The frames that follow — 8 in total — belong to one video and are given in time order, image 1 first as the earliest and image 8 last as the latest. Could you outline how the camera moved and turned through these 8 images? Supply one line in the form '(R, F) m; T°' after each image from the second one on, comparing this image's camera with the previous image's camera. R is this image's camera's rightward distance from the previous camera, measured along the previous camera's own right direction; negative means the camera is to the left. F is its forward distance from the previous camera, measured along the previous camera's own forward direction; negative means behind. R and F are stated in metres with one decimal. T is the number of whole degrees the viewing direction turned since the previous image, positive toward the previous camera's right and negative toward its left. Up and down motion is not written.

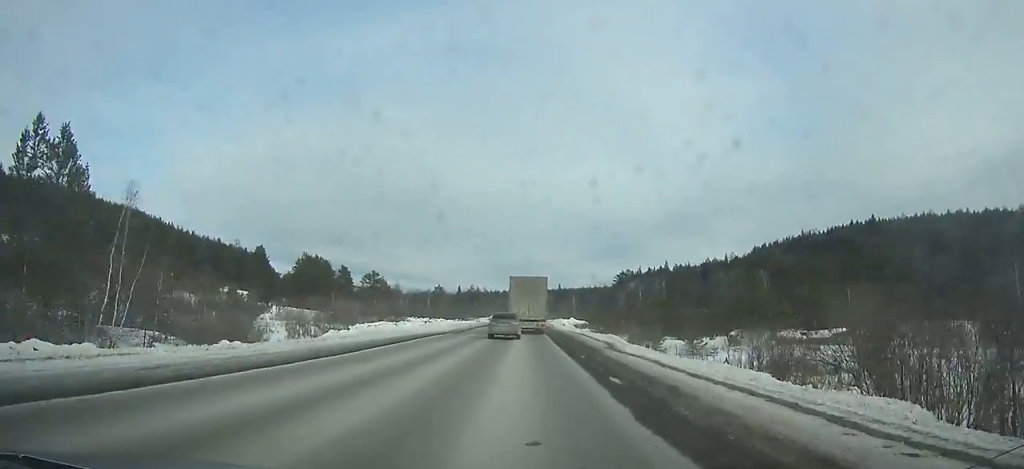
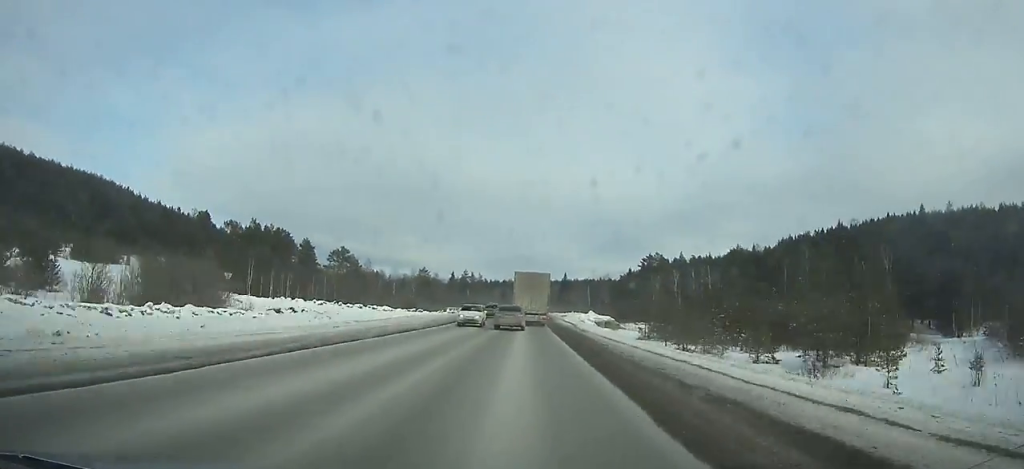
(0.0, +47.0) m; 0°
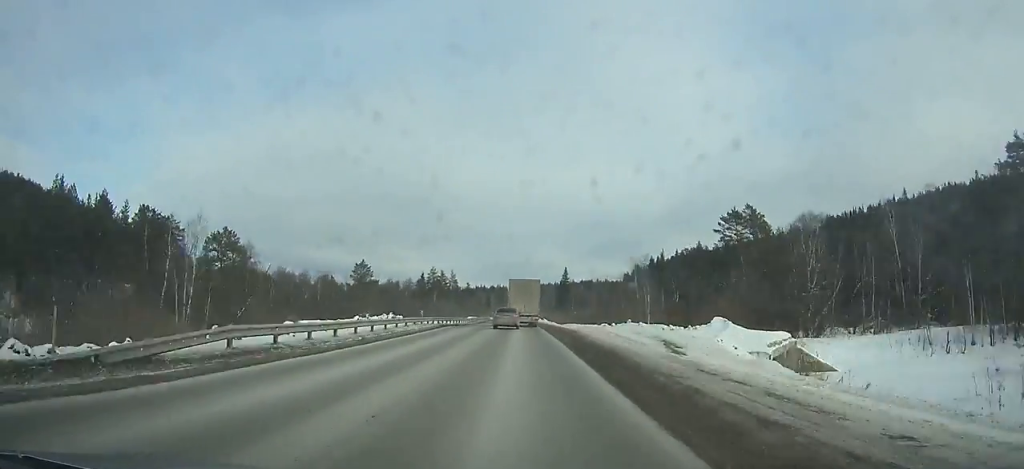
(+0.3, +81.2) m; 0°
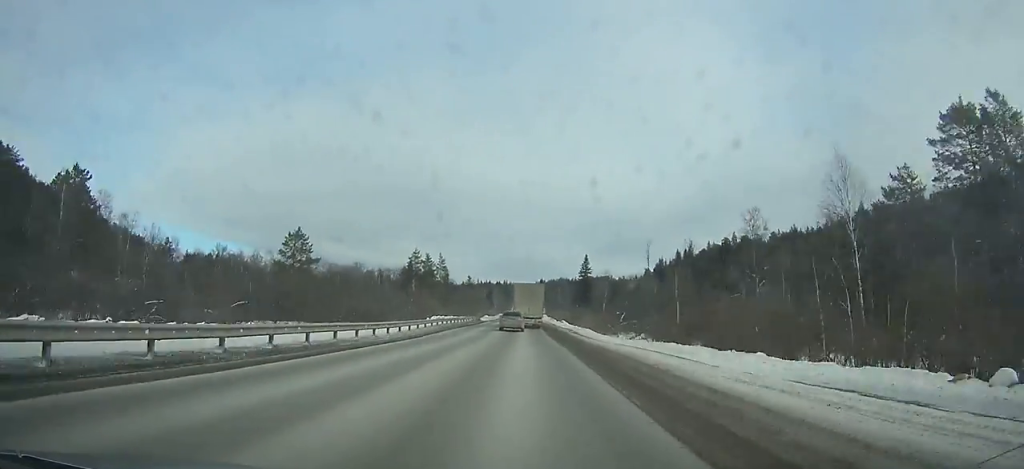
(0.0, +54.9) m; 0°
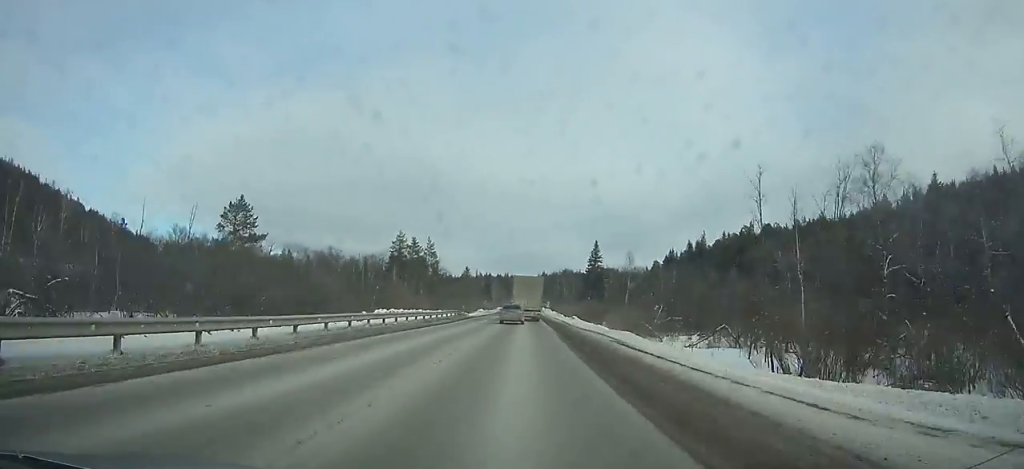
(-0.1, +25.1) m; 0°
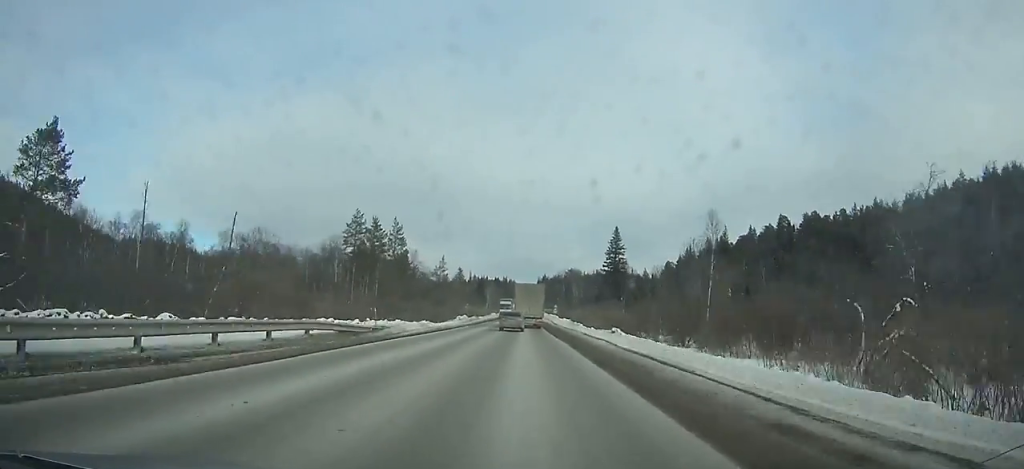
(-0.1, +42.0) m; 0°
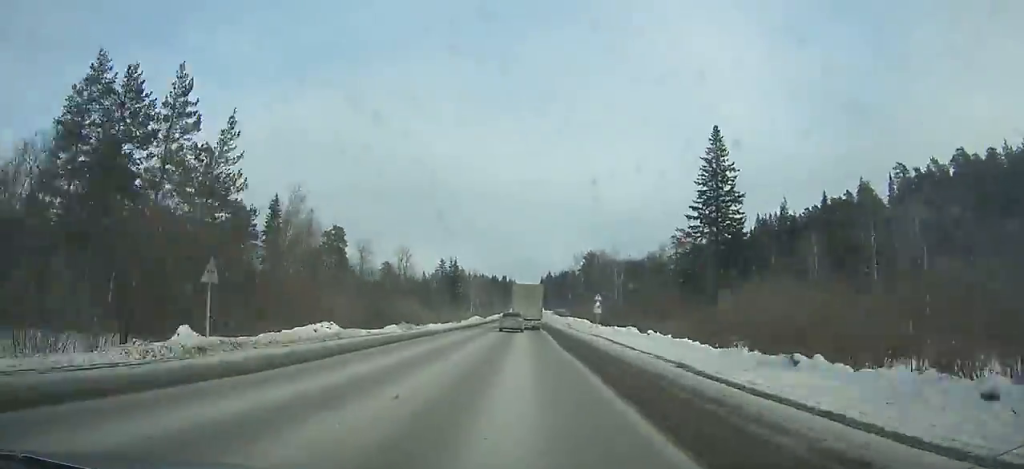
(0.0, +77.6) m; 0°
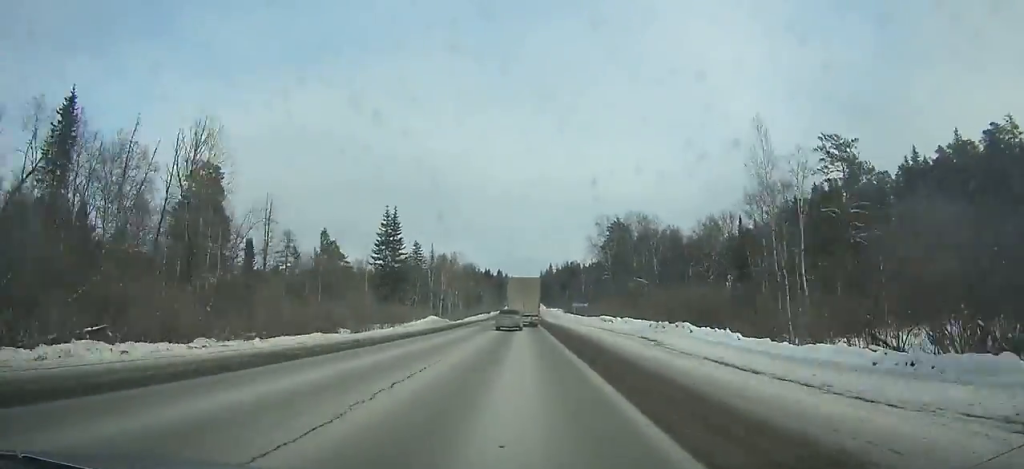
(-0.1, +58.5) m; 0°
